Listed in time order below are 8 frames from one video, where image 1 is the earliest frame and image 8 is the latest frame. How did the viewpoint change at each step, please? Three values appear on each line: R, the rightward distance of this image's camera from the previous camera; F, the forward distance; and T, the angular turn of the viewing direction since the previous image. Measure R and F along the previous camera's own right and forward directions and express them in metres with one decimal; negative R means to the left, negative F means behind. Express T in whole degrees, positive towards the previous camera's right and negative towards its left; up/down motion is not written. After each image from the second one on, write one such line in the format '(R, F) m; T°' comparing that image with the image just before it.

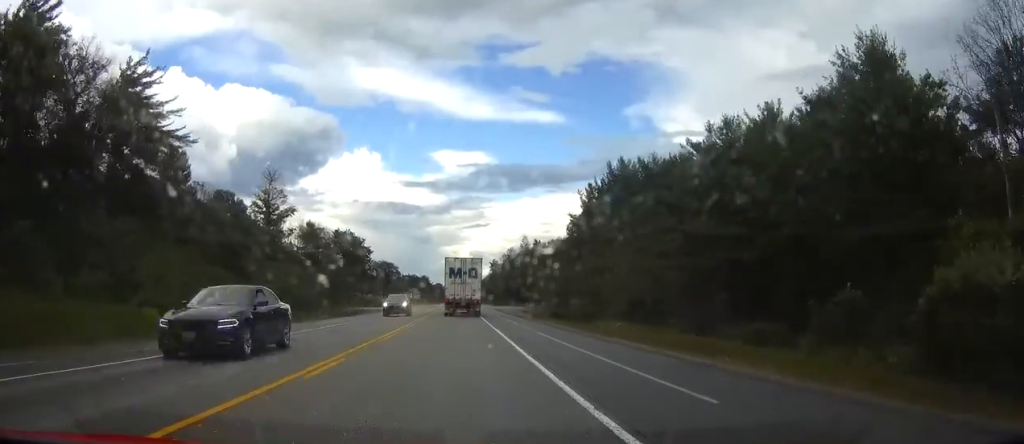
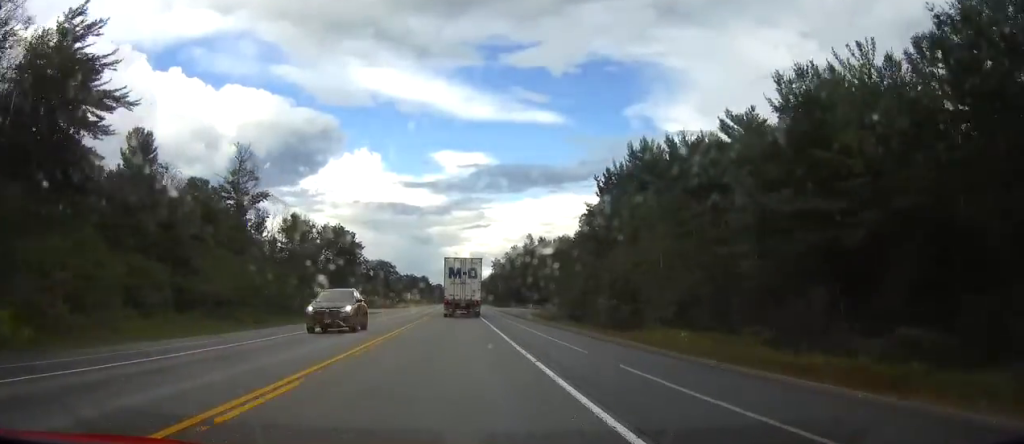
(0.0, +13.0) m; 0°
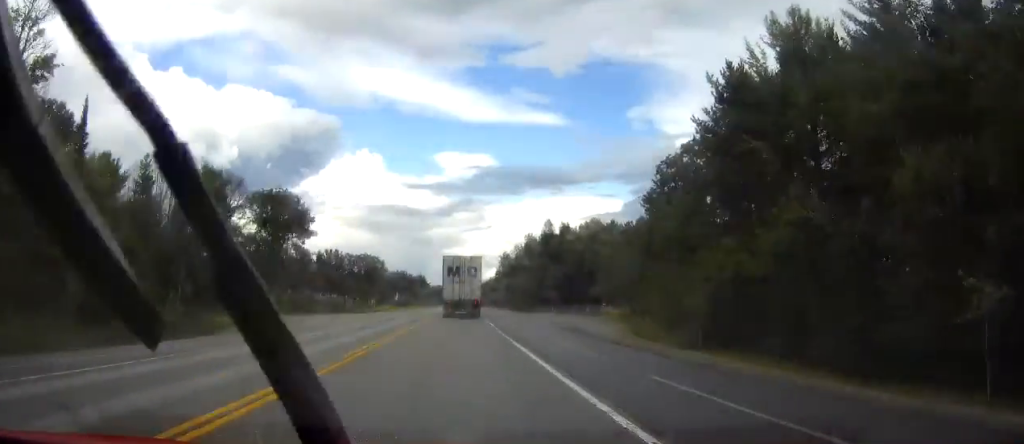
(0.0, +44.5) m; 0°
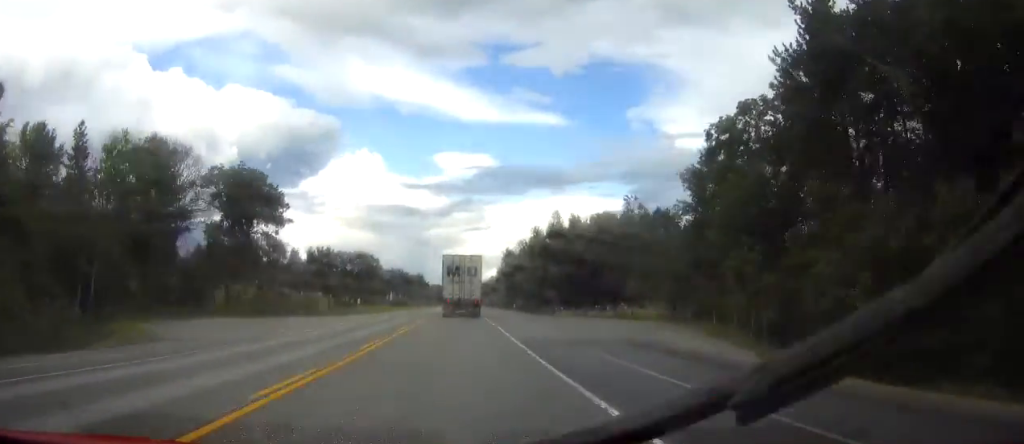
(0.0, +14.9) m; 0°
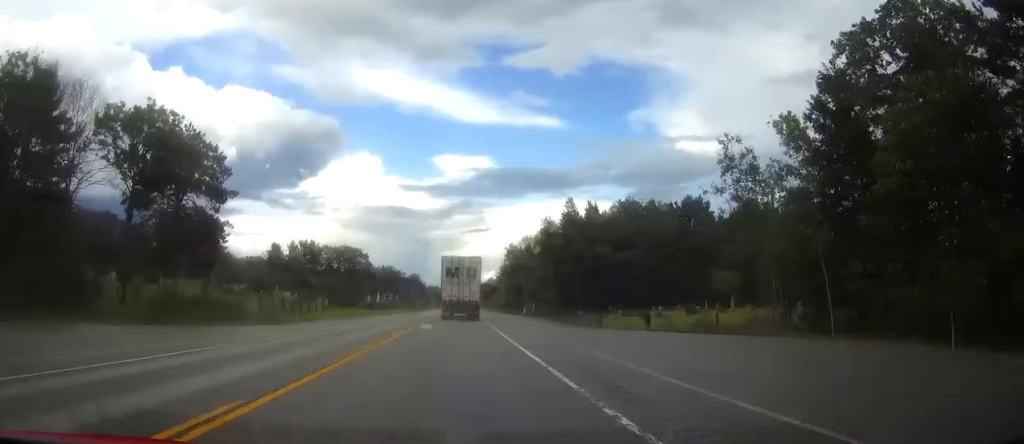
(0.0, +22.3) m; 0°
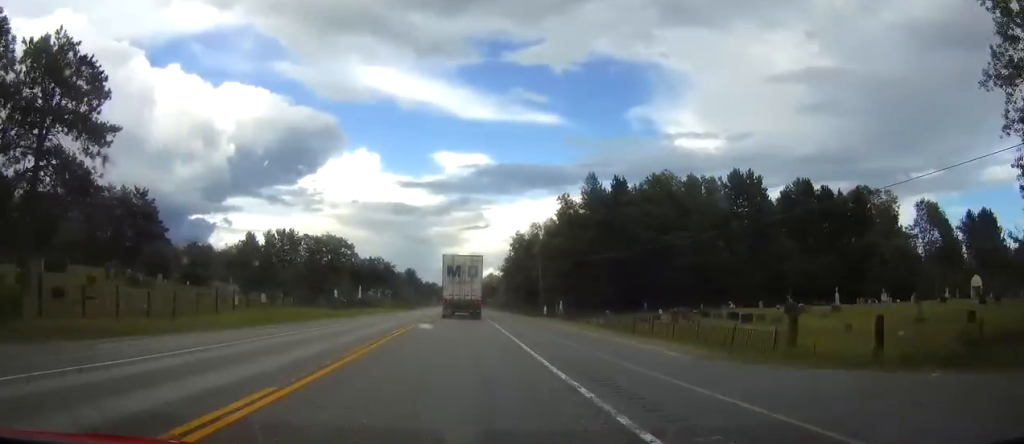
(0.0, +25.2) m; 0°
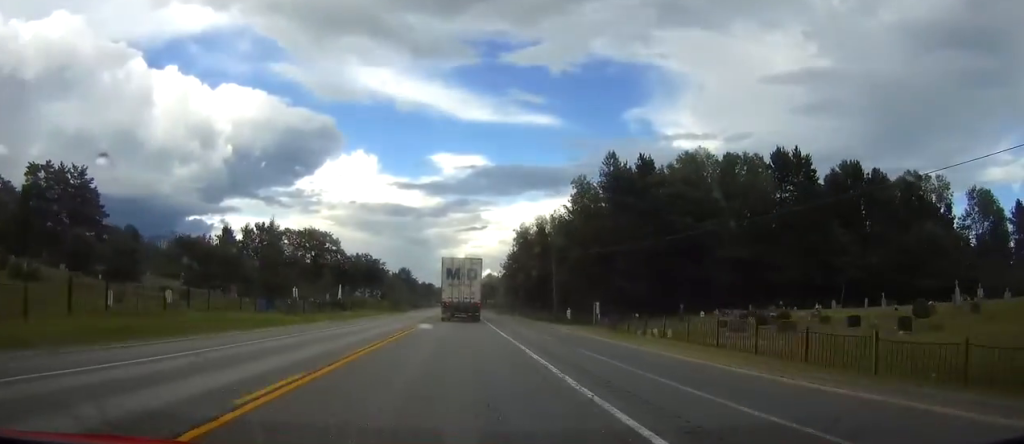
(0.0, +17.7) m; 0°
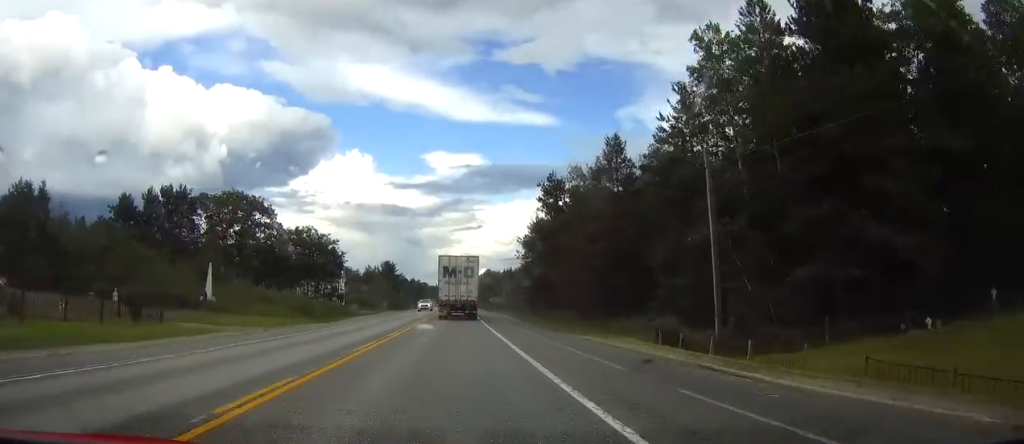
(0.0, +54.2) m; 0°
